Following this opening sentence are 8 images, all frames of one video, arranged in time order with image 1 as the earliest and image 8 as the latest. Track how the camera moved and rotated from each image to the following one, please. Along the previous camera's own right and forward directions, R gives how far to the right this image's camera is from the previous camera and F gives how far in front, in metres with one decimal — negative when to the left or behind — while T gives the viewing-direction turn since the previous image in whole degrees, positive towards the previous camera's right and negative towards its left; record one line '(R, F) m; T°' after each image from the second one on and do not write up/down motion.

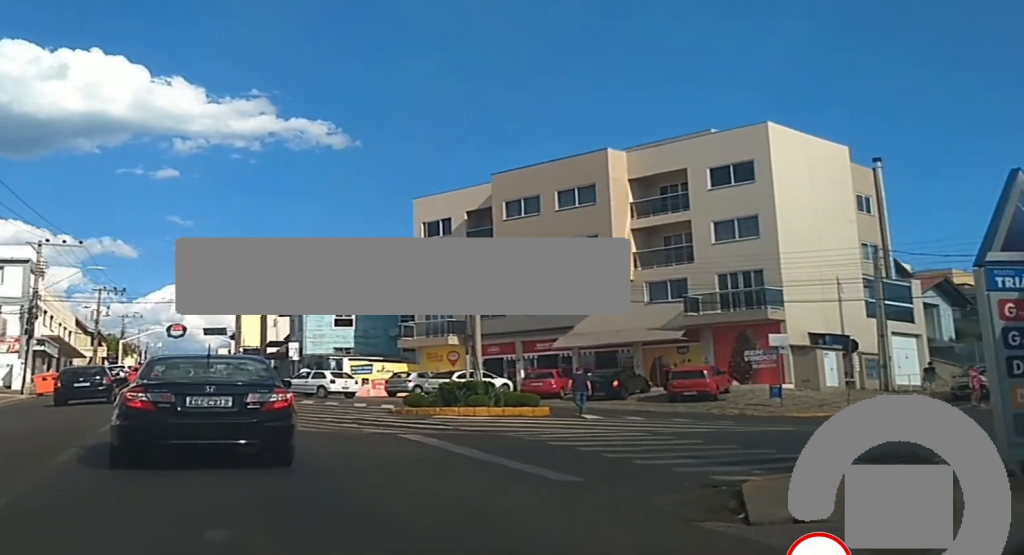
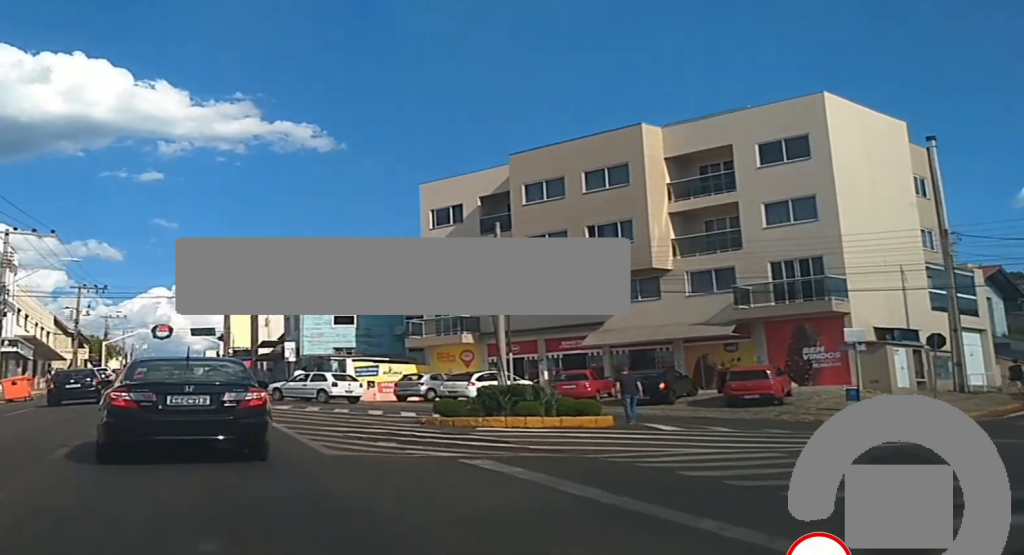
(+0.2, +5.6) m; +1°
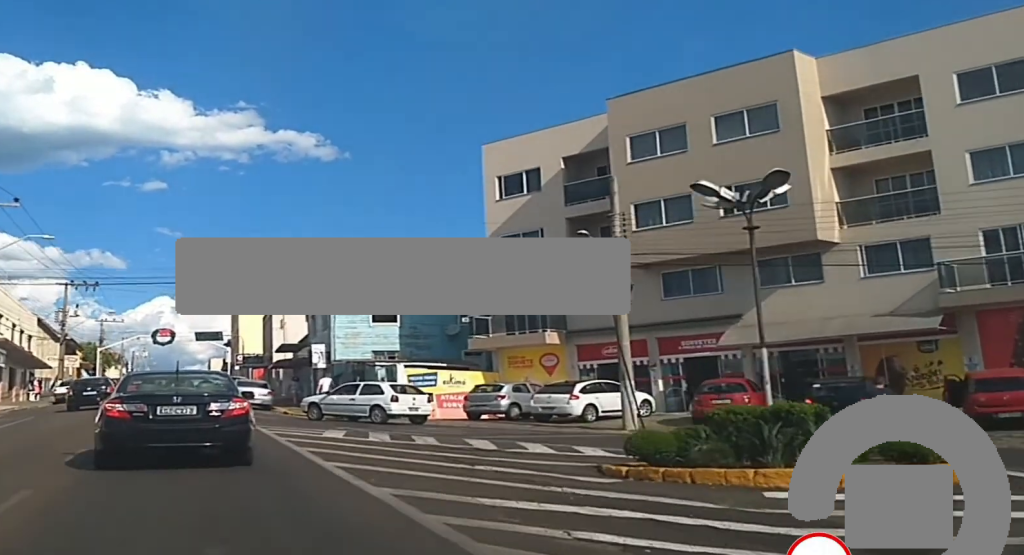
(+0.1, +10.7) m; +3°
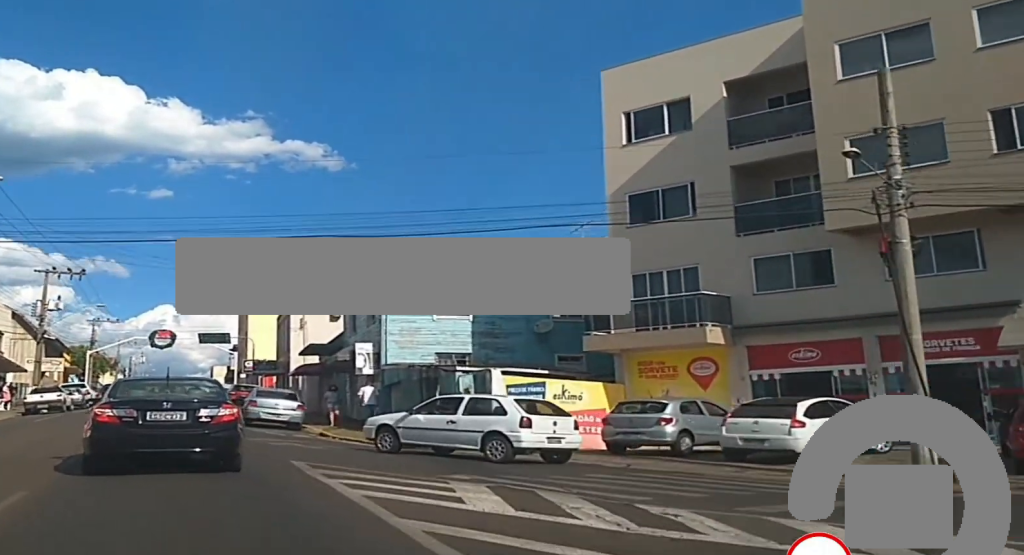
(+0.1, +11.5) m; -1°
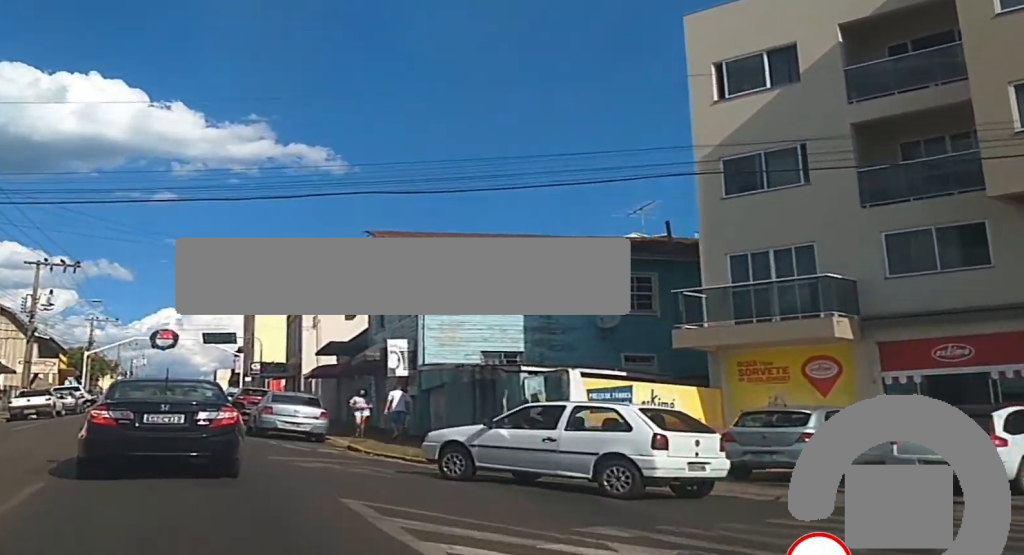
(-0.4, +5.0) m; +1°
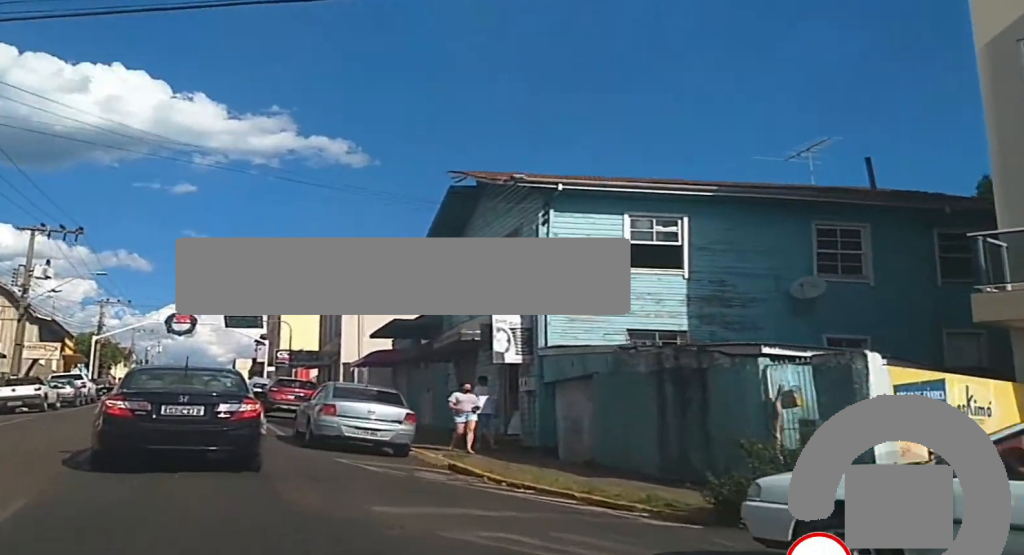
(+0.6, +8.4) m; +1°
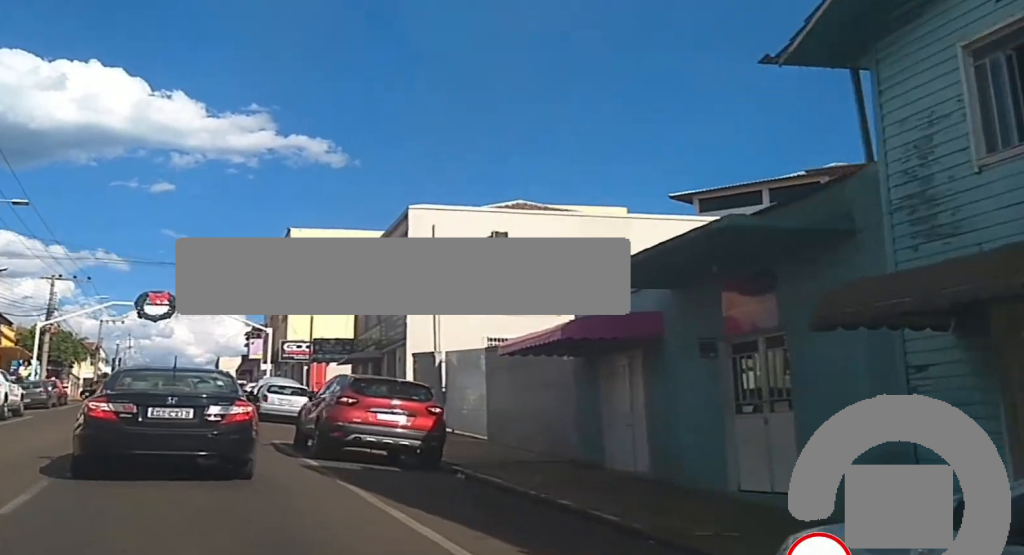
(-0.9, +18.8) m; -2°
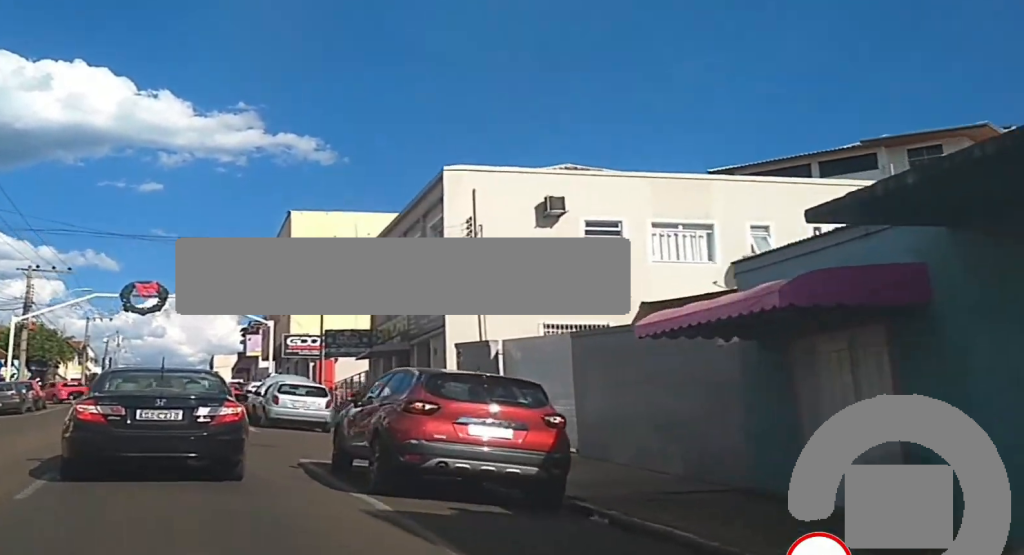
(+0.1, +5.7) m; +1°
